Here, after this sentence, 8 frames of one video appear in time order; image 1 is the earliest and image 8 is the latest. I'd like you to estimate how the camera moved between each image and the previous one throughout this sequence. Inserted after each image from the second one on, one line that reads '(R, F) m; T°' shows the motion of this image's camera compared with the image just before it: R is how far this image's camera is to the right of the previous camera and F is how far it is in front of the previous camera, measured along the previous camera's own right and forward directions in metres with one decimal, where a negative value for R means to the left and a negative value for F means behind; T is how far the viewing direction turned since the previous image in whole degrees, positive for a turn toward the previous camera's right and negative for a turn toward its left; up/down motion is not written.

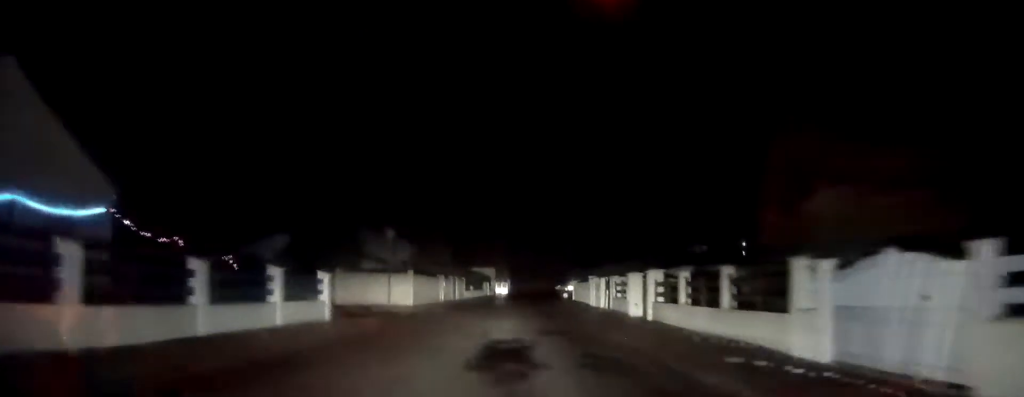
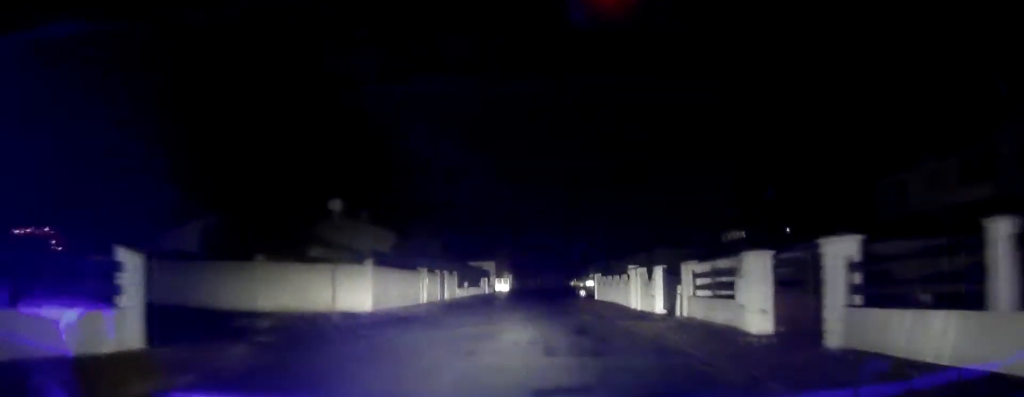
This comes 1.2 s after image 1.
(-0.1, +10.8) m; 0°
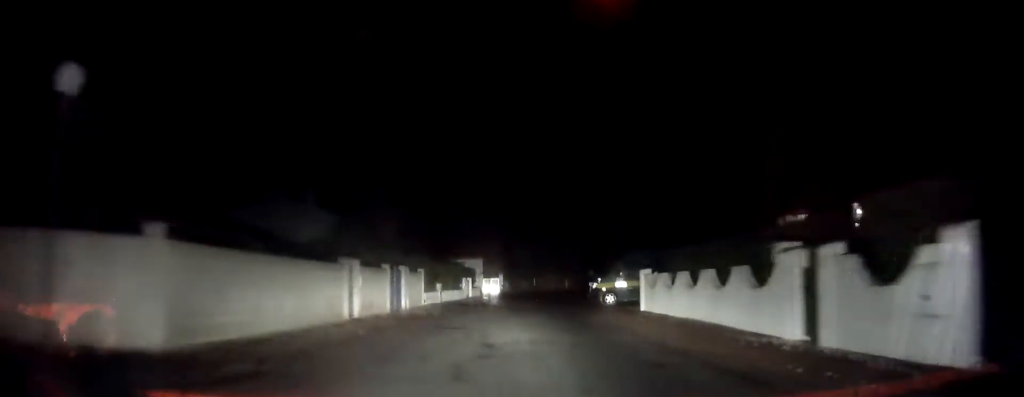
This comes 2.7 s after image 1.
(-0.1, +14.1) m; -1°
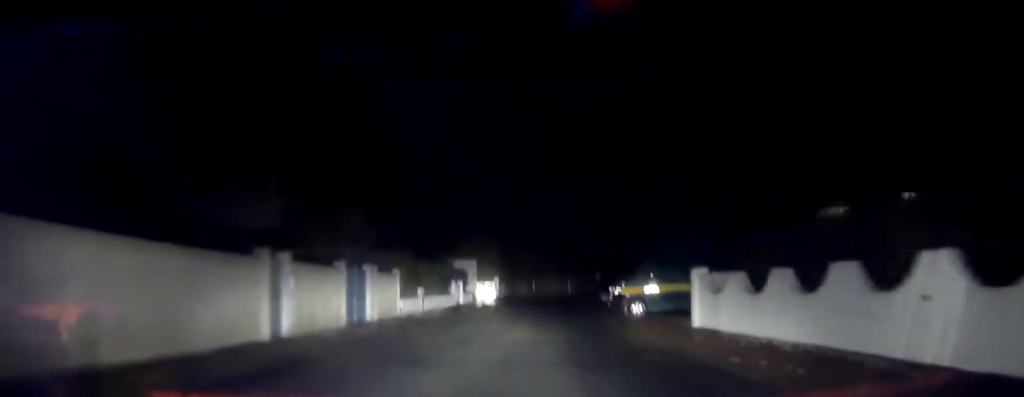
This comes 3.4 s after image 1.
(-0.1, +6.6) m; 0°
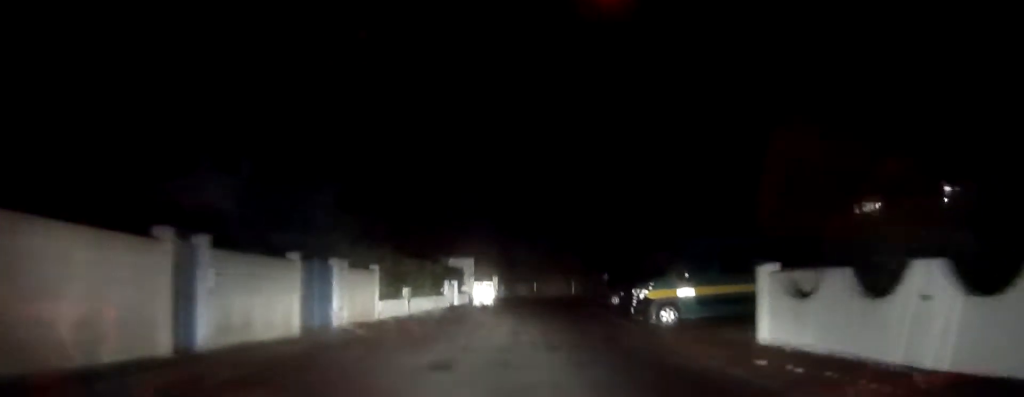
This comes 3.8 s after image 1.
(0.0, +4.4) m; 0°
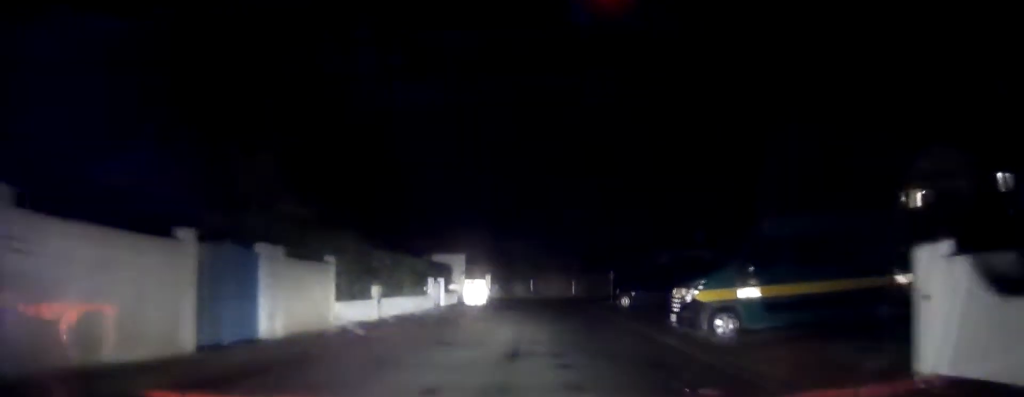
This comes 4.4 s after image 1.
(0.0, +5.4) m; 0°
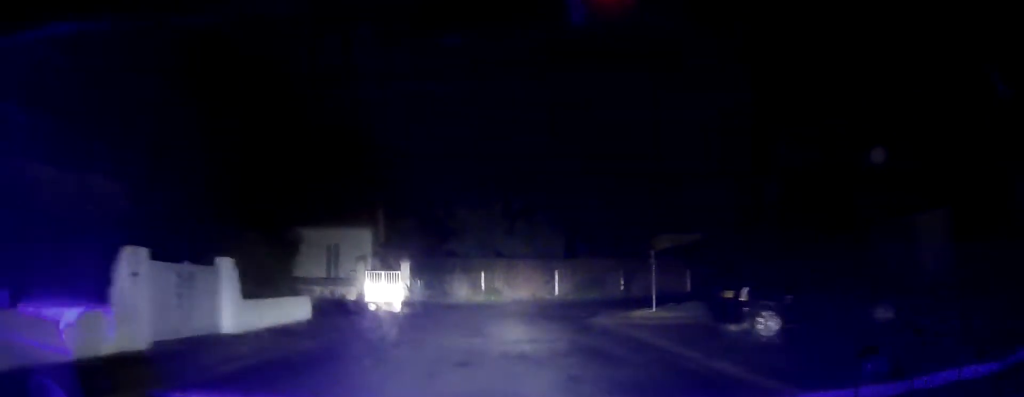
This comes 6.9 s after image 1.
(+1.0, +24.1) m; +5°
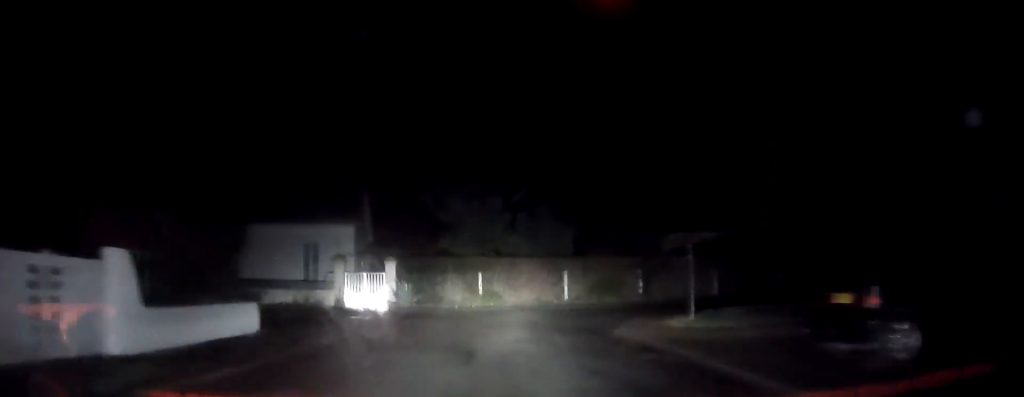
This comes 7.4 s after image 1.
(0.0, +4.3) m; 0°
